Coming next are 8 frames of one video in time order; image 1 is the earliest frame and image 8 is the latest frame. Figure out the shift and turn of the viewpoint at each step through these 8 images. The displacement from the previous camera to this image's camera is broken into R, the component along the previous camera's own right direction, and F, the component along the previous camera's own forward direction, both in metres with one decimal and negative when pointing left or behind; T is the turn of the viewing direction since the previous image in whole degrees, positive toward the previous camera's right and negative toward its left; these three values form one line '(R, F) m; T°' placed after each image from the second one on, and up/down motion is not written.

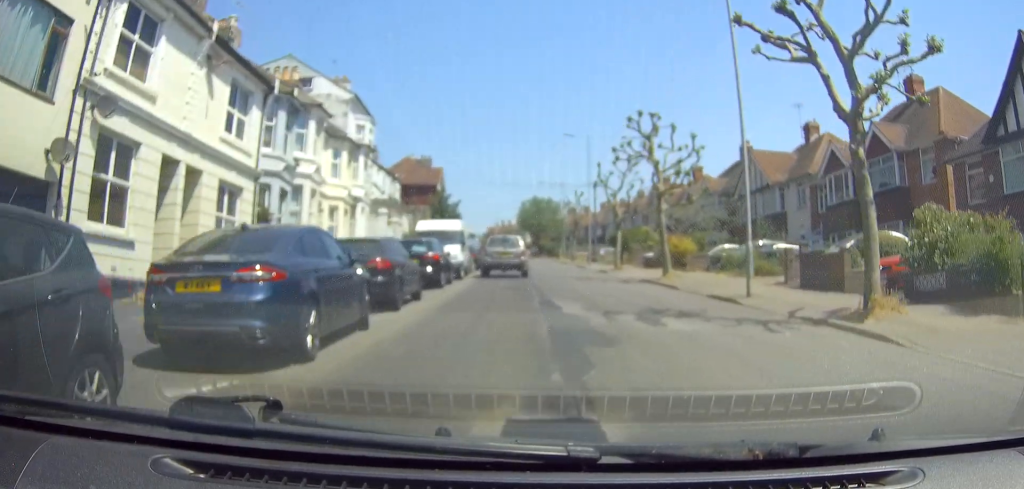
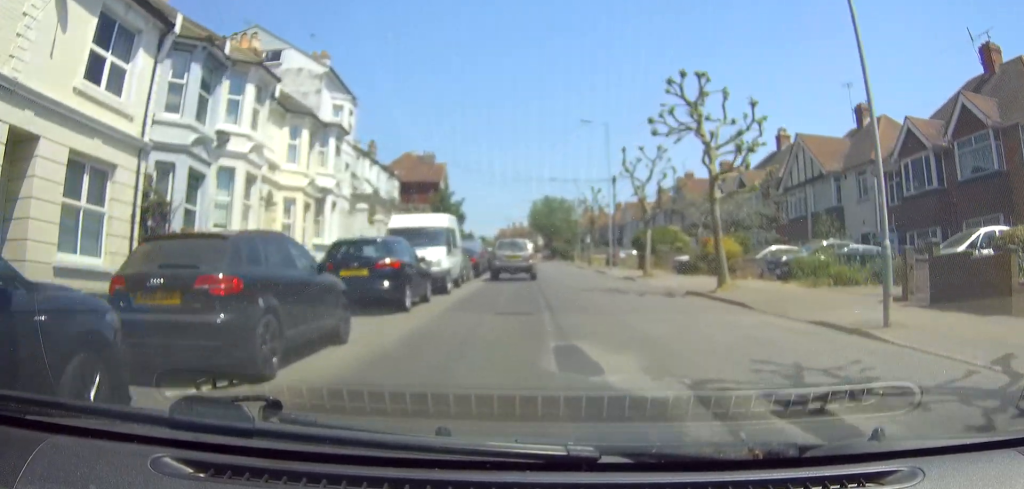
(0.0, +6.9) m; -1°
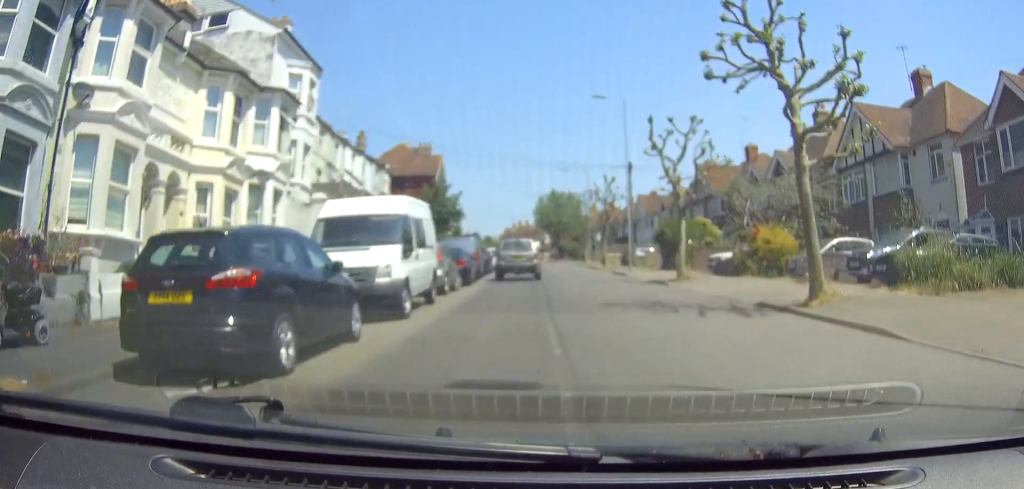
(0.0, +6.9) m; -1°
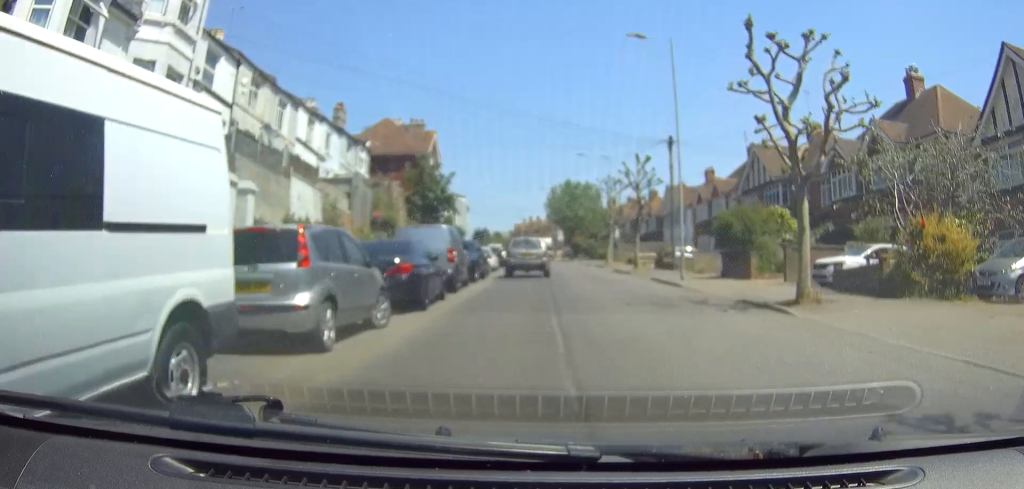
(-0.1, +12.0) m; -1°
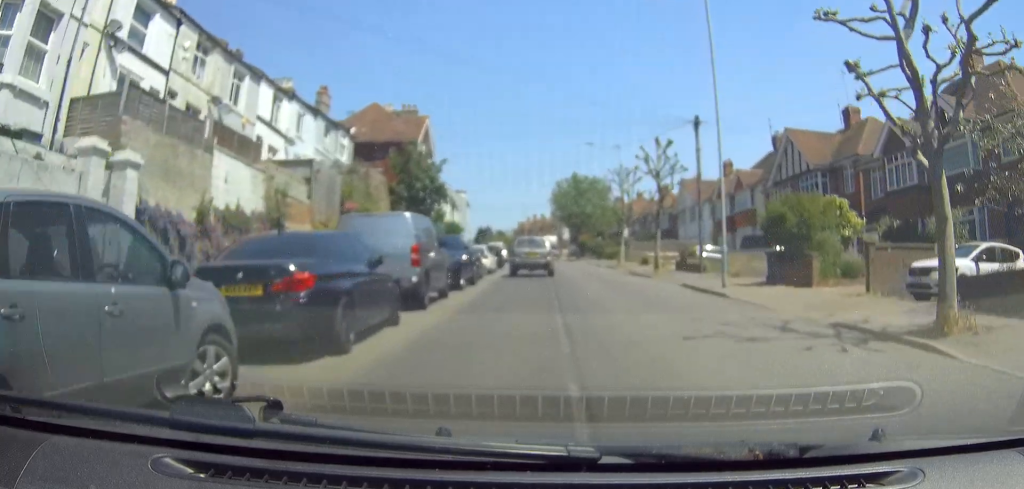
(0.0, +5.8) m; 0°
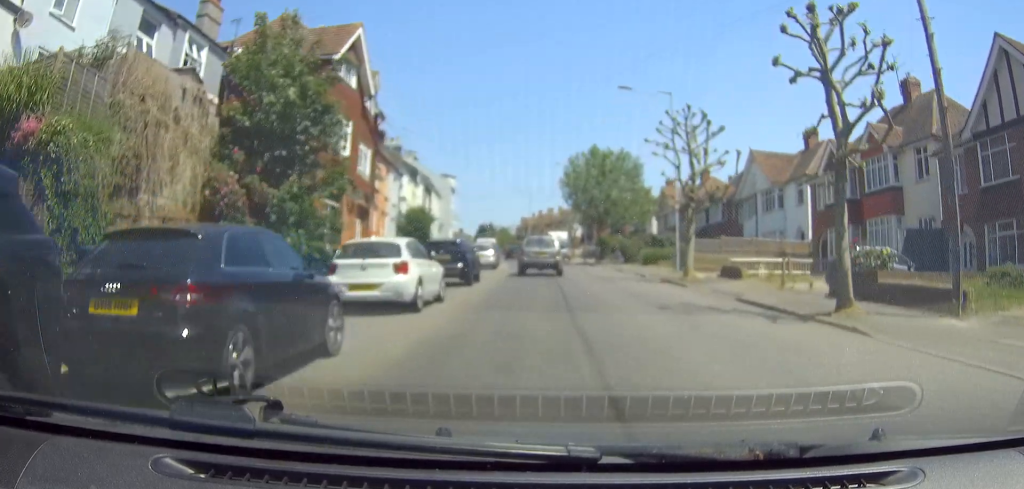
(-0.2, +21.3) m; -1°
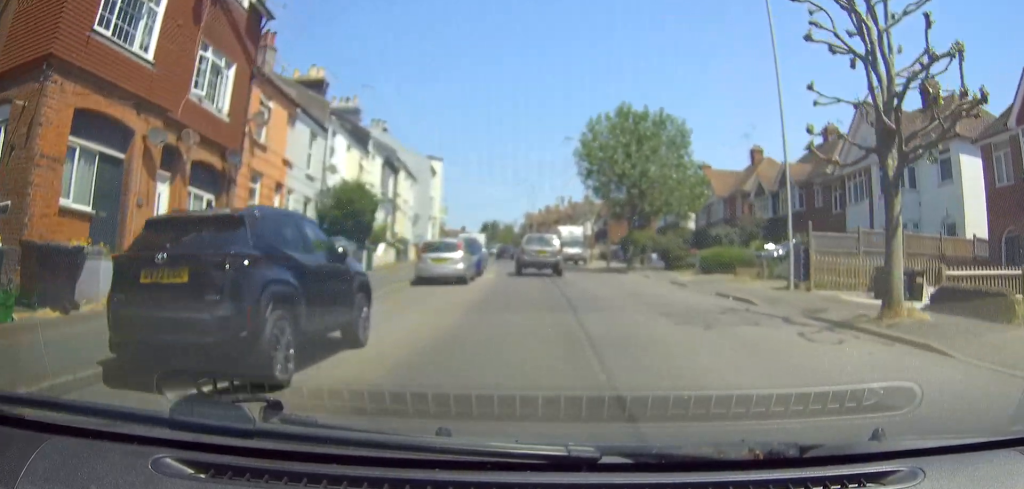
(0.0, +16.7) m; -1°
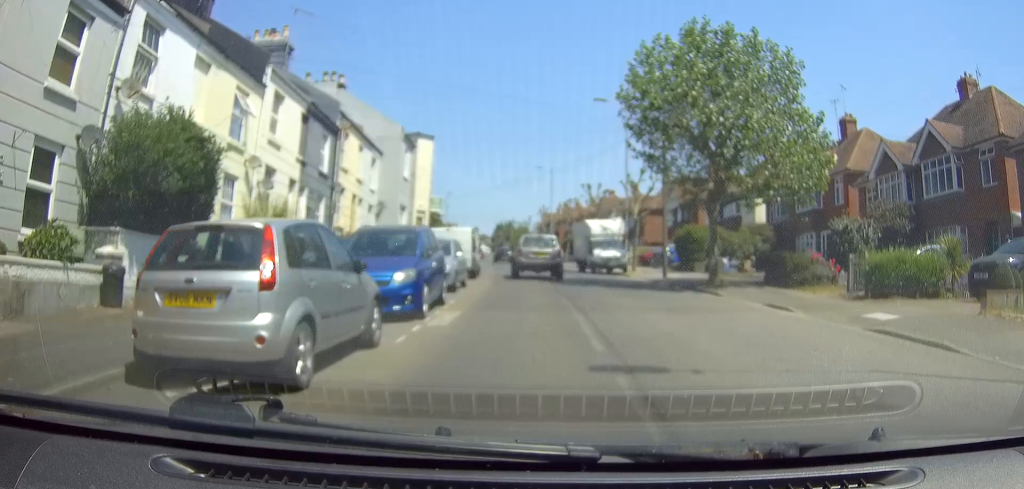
(-0.4, +16.3) m; -2°
